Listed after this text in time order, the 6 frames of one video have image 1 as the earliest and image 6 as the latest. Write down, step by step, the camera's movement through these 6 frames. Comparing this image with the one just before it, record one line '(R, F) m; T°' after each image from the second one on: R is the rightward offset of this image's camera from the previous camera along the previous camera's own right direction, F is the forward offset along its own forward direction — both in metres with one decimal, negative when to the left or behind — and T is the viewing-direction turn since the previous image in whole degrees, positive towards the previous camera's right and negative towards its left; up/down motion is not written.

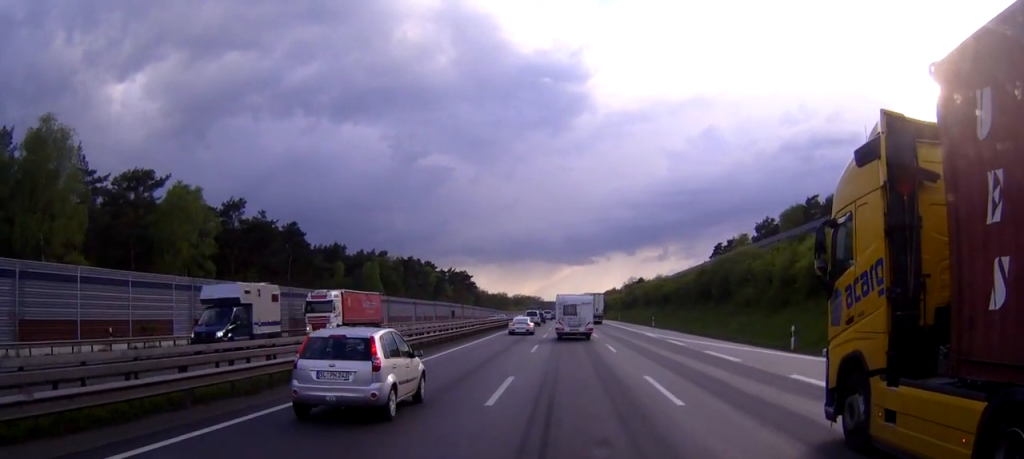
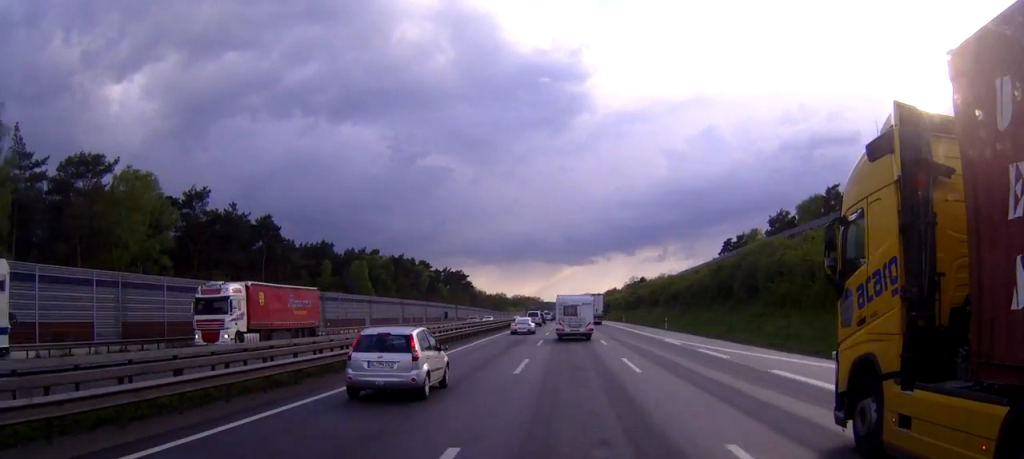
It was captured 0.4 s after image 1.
(0.0, +10.0) m; 0°
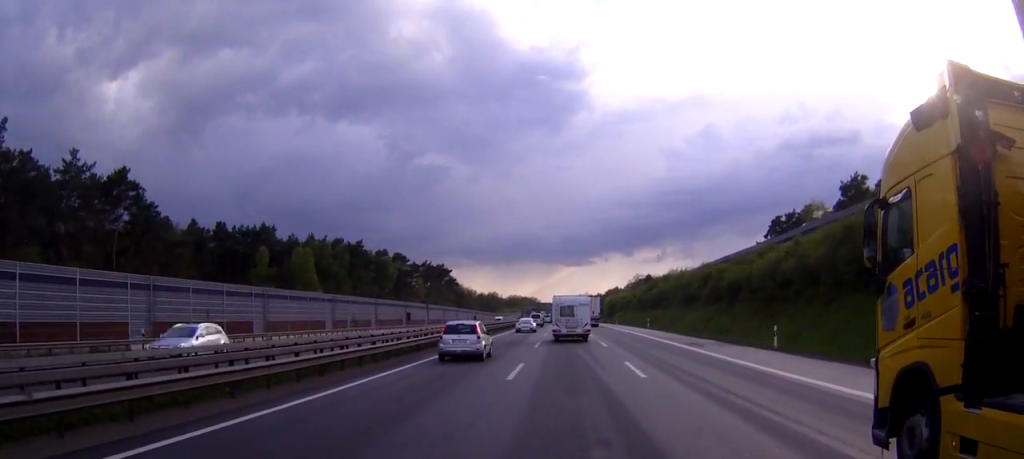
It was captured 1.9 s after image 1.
(-0.4, +37.3) m; -1°
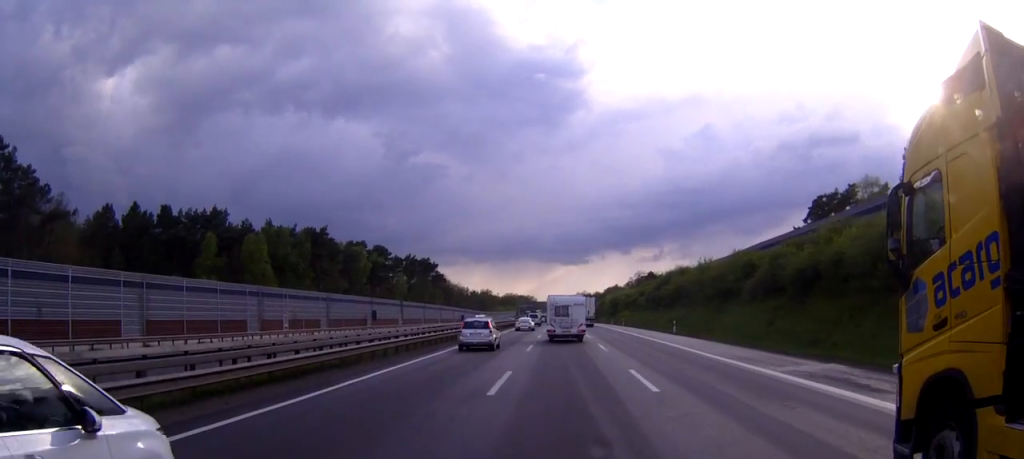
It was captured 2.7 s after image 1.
(+0.1, +21.6) m; 0°
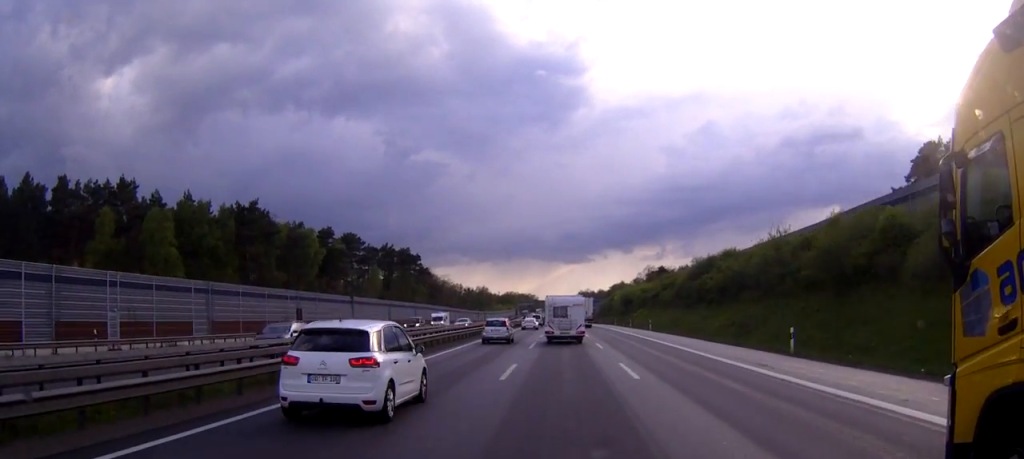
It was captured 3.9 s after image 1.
(+0.1, +31.9) m; +1°
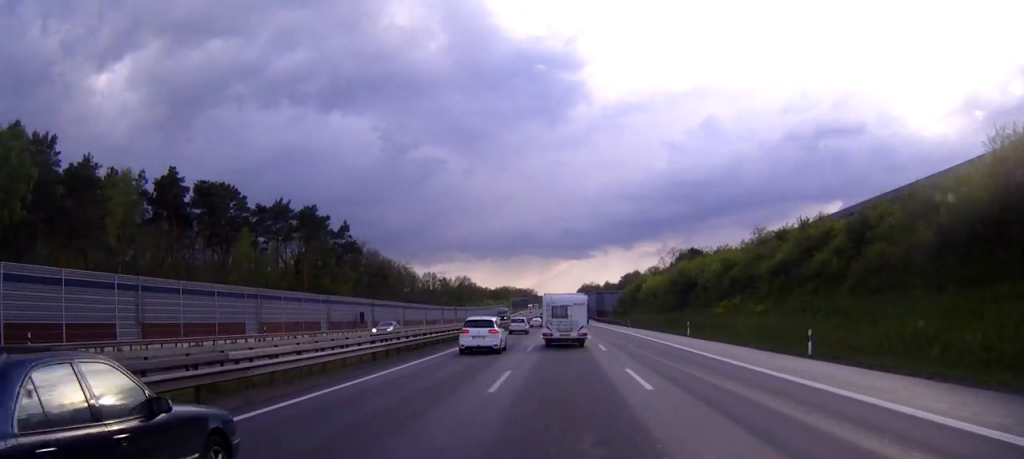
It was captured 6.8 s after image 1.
(-0.6, +73.5) m; -1°
